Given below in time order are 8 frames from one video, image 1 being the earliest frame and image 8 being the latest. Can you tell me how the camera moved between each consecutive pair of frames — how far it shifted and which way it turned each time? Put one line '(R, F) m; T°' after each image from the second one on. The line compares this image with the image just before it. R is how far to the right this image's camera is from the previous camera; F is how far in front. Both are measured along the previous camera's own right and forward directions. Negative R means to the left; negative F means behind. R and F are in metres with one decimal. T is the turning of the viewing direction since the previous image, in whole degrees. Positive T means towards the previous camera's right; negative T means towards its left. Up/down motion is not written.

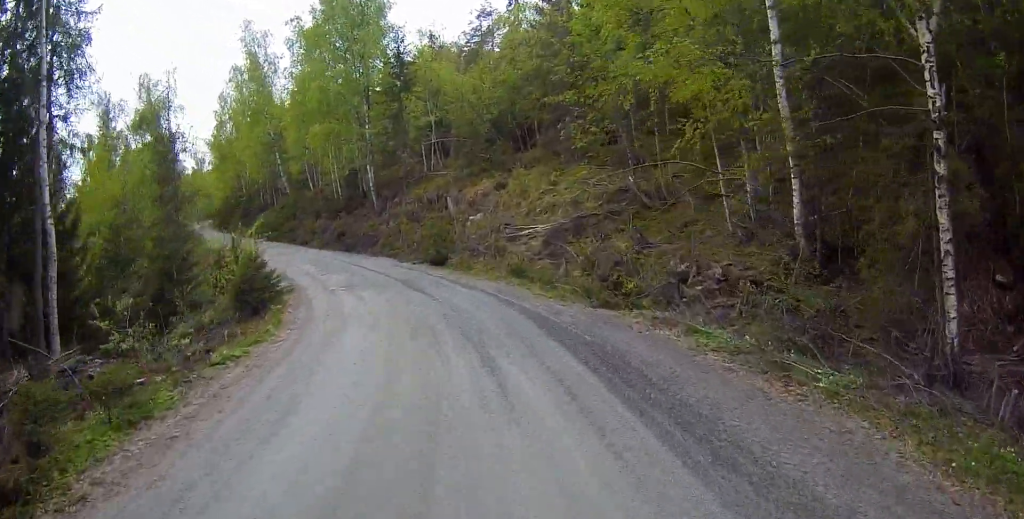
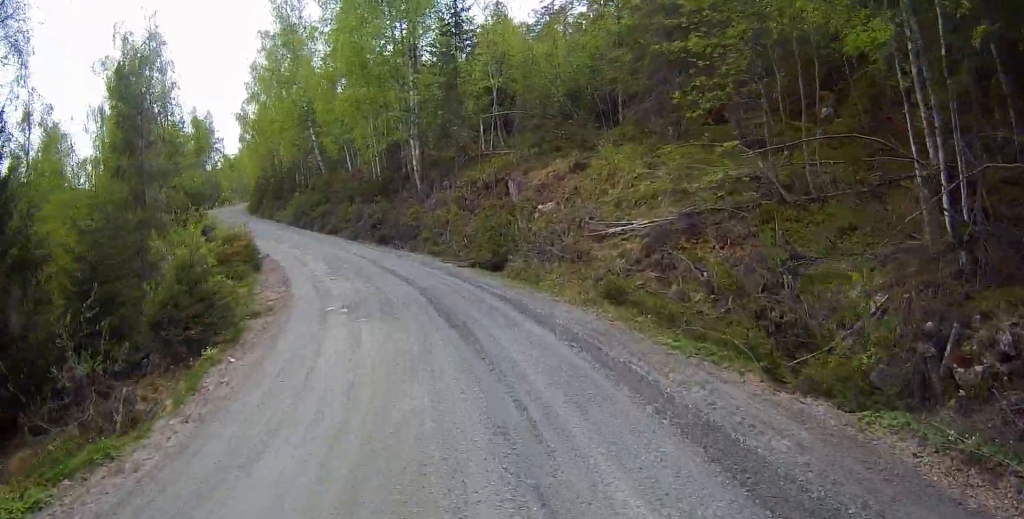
(-0.3, +7.0) m; -6°
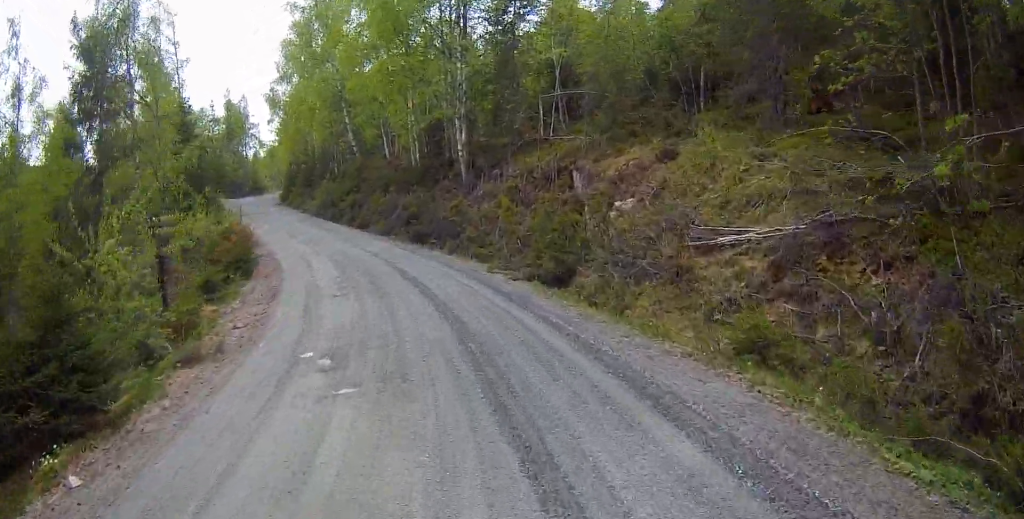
(0.0, +4.8) m; -5°
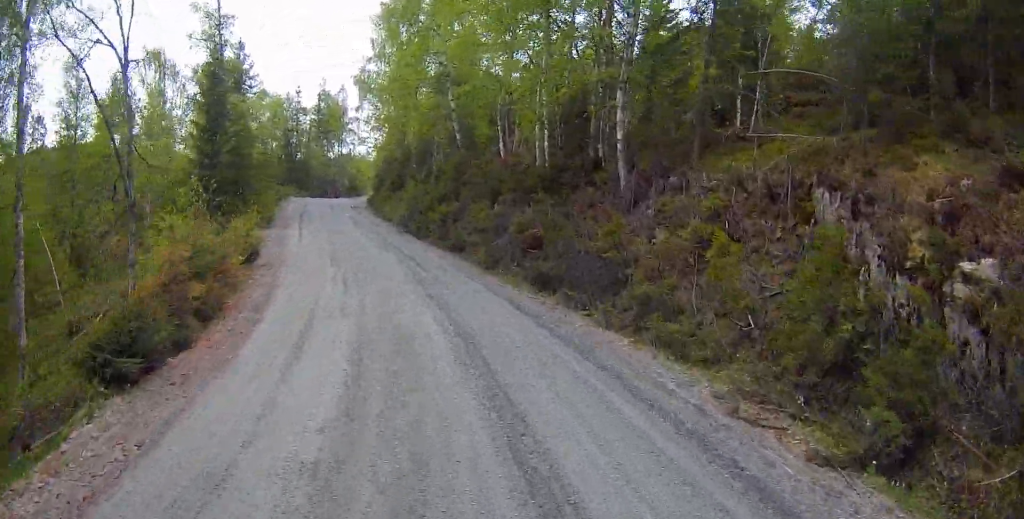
(-0.8, +10.0) m; -10°
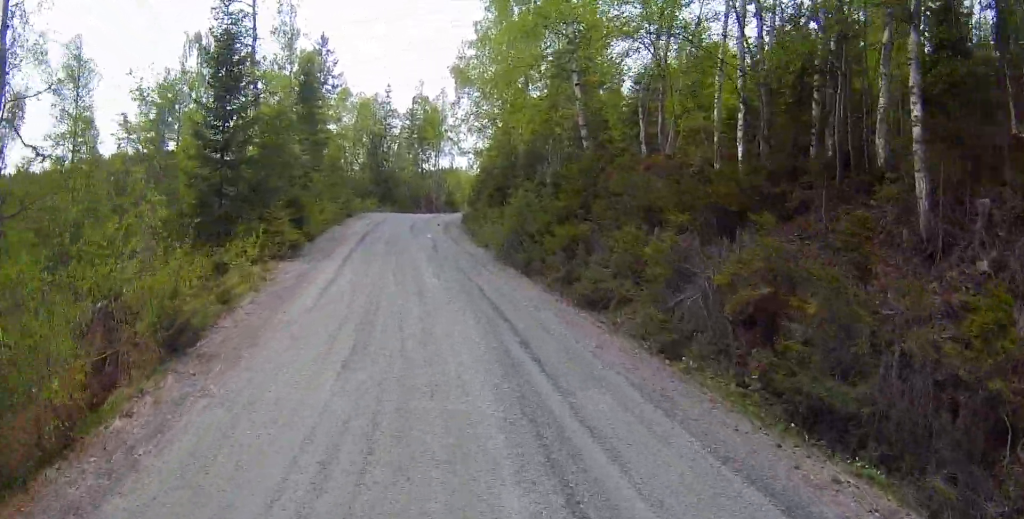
(-0.8, +8.6) m; -7°
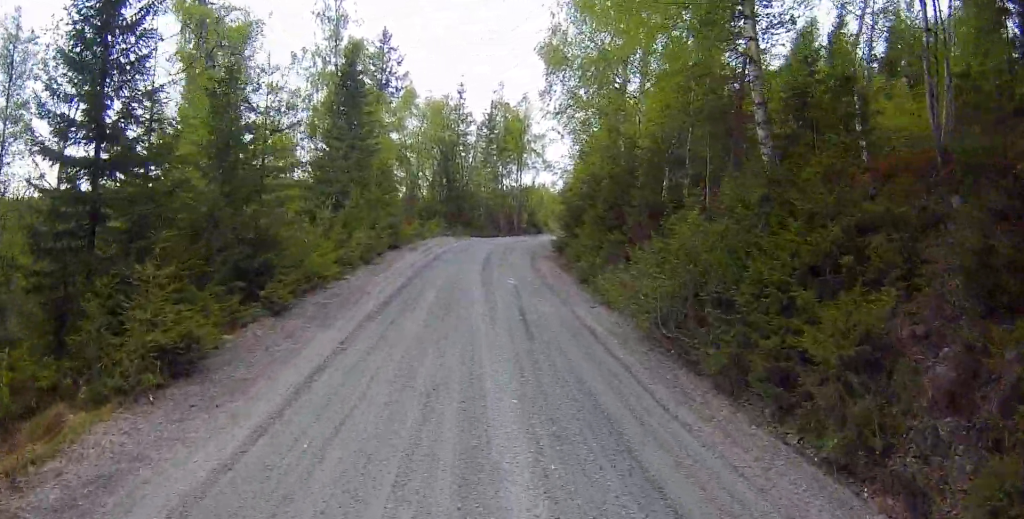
(-0.6, +9.9) m; -5°
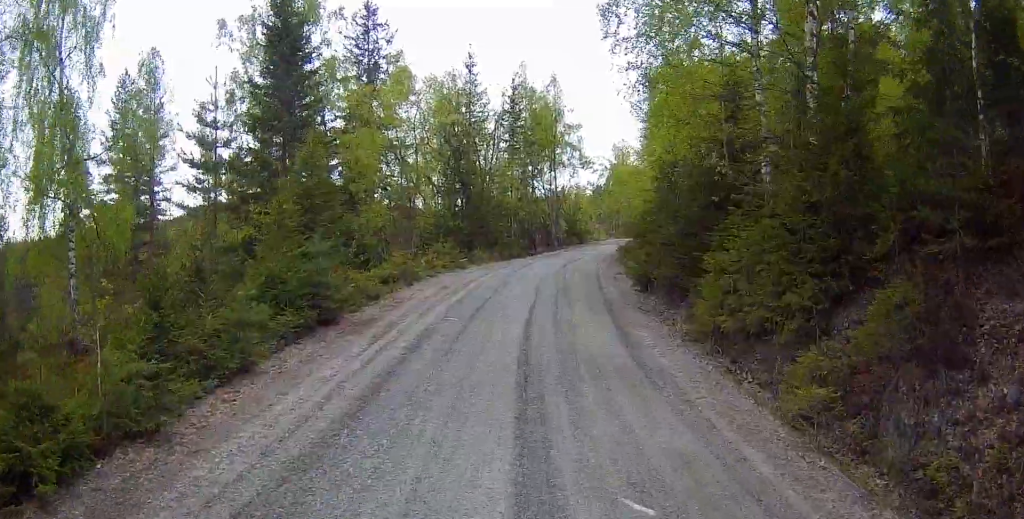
(-0.4, +13.4) m; -2°
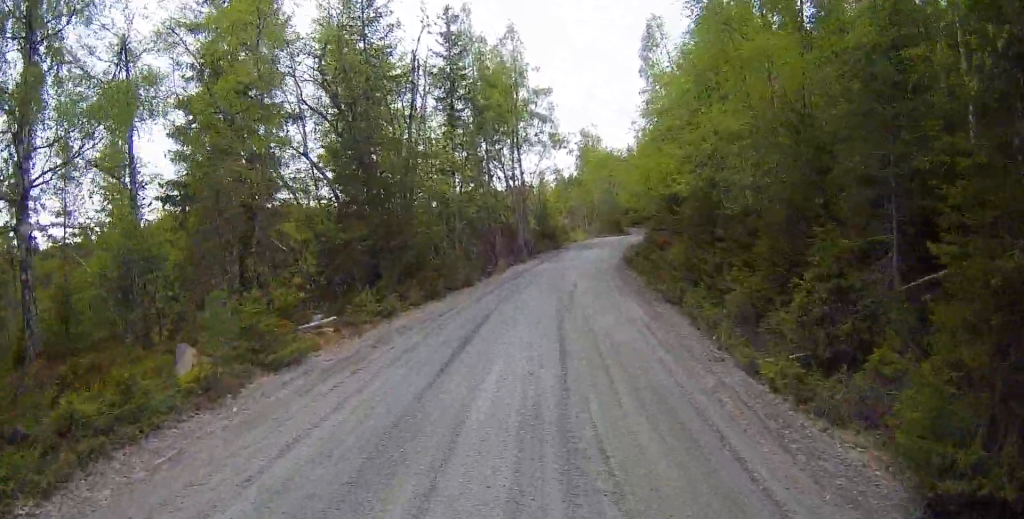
(+0.1, +16.3) m; +1°
